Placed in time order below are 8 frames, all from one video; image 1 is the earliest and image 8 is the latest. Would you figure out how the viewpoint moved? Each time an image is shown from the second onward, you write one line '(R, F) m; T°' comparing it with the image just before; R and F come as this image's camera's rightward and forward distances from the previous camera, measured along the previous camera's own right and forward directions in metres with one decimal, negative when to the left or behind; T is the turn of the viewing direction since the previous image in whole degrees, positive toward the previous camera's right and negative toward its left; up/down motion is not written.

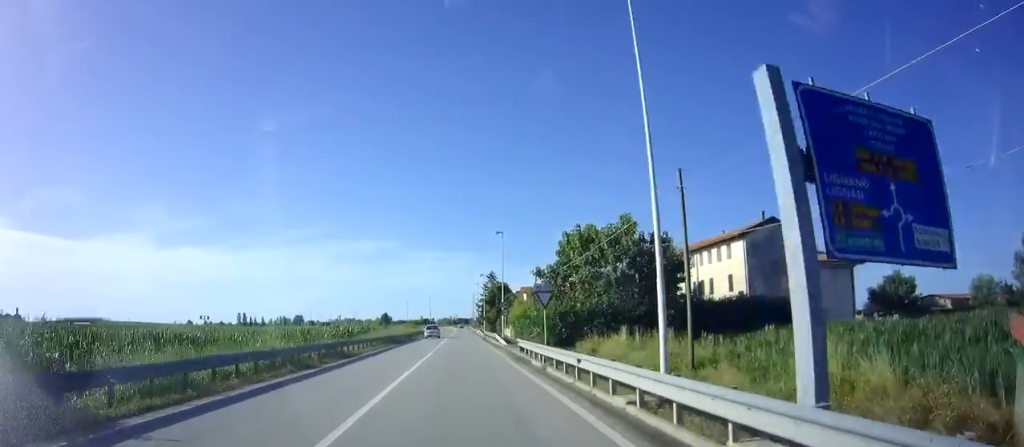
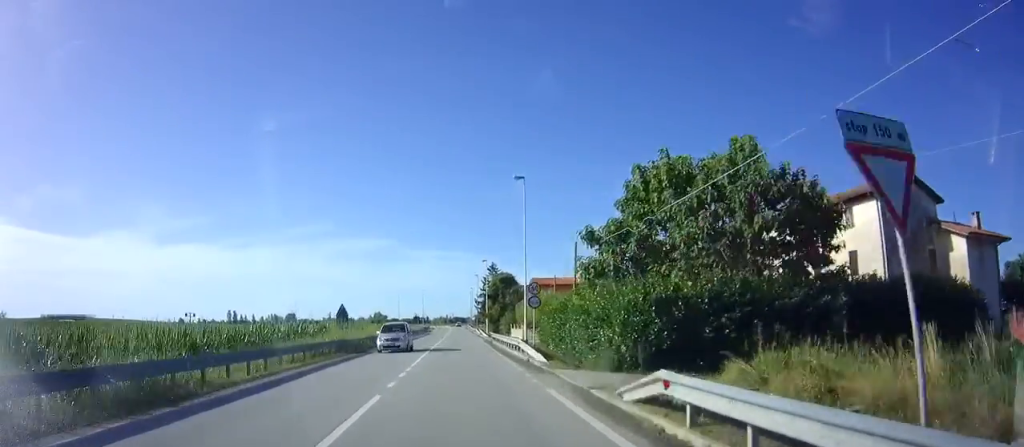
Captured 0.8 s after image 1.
(0.0, +16.7) m; 0°
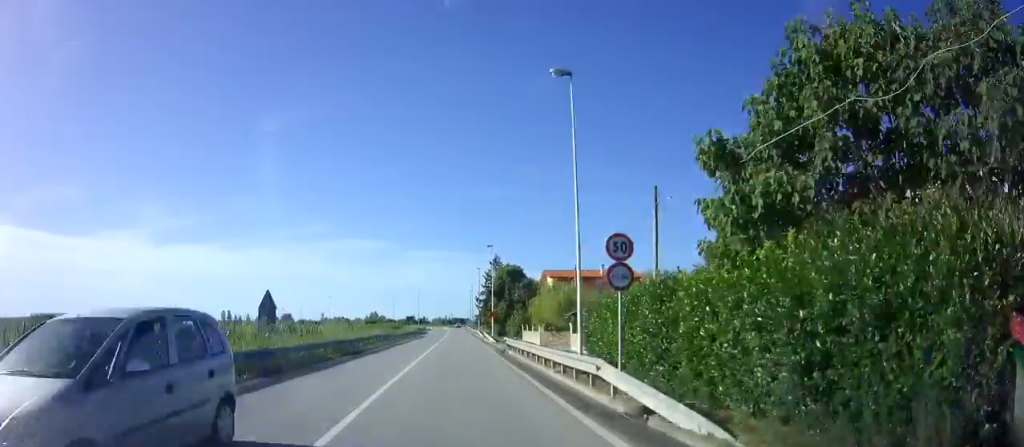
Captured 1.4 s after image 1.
(0.0, +12.4) m; 0°
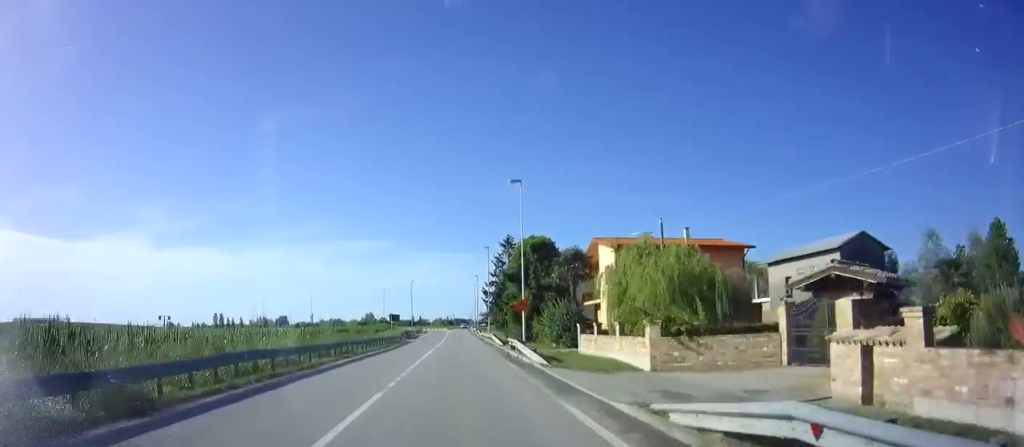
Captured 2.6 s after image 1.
(+0.1, +24.3) m; 0°
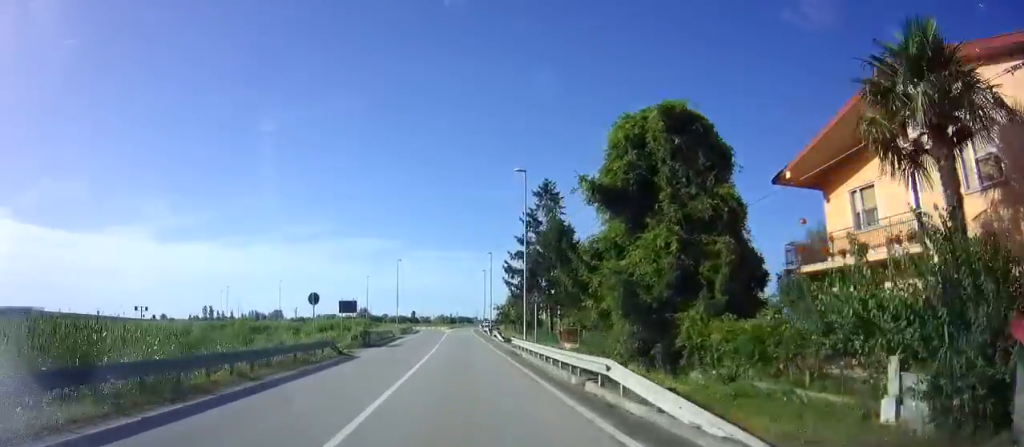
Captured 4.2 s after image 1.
(0.0, +30.7) m; 0°
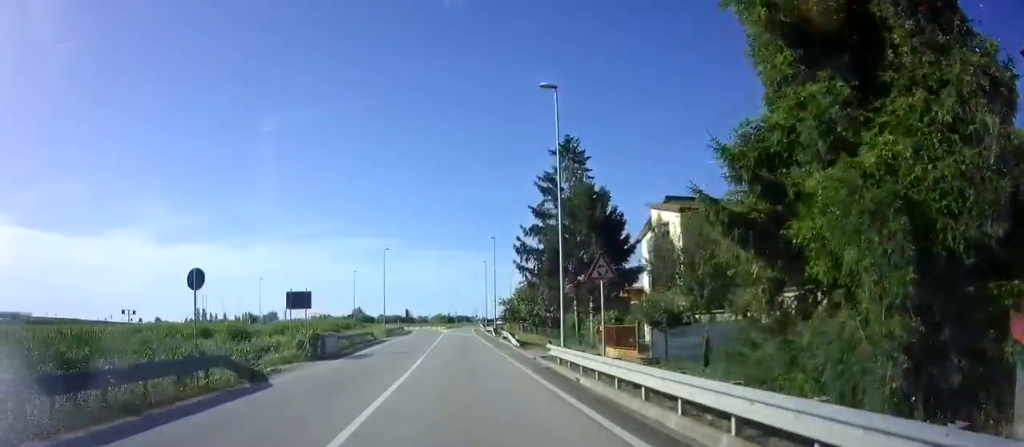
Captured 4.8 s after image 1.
(0.0, +11.4) m; 0°
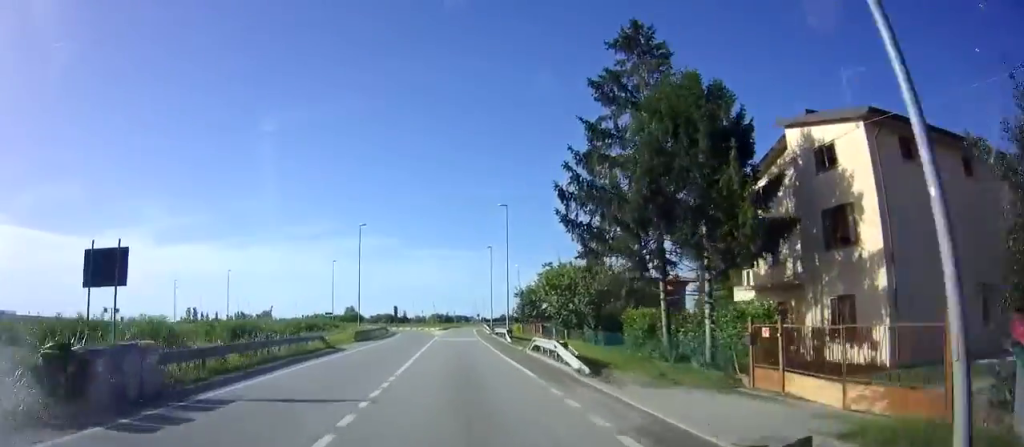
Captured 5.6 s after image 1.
(0.0, +15.8) m; 0°
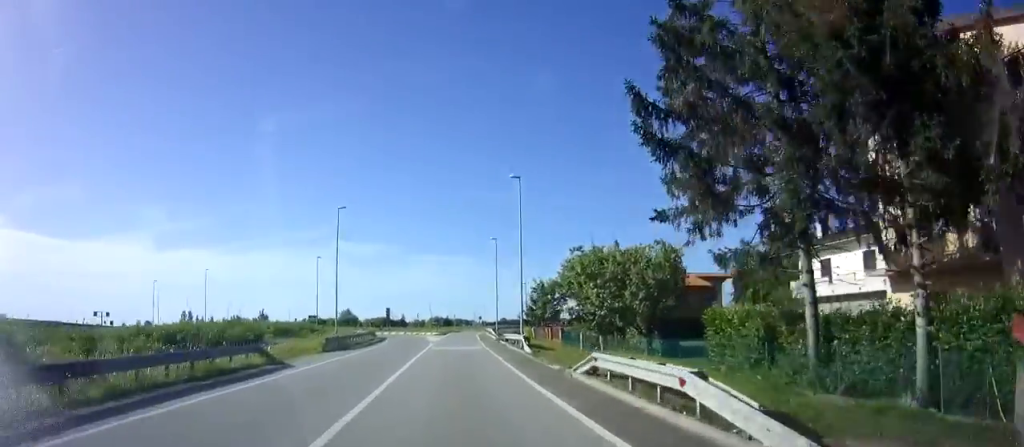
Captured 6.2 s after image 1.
(-0.1, +9.7) m; 0°
